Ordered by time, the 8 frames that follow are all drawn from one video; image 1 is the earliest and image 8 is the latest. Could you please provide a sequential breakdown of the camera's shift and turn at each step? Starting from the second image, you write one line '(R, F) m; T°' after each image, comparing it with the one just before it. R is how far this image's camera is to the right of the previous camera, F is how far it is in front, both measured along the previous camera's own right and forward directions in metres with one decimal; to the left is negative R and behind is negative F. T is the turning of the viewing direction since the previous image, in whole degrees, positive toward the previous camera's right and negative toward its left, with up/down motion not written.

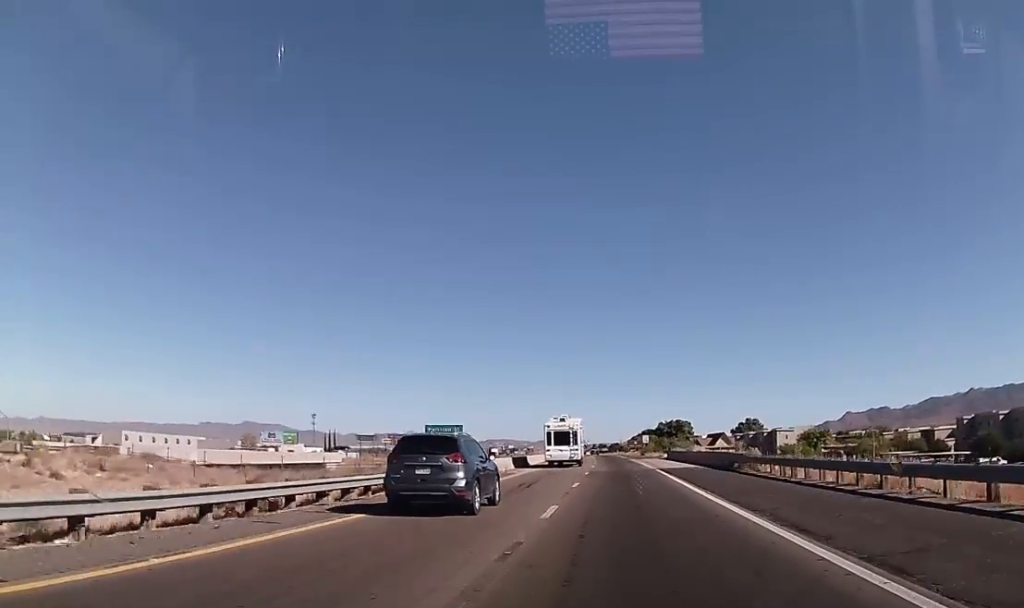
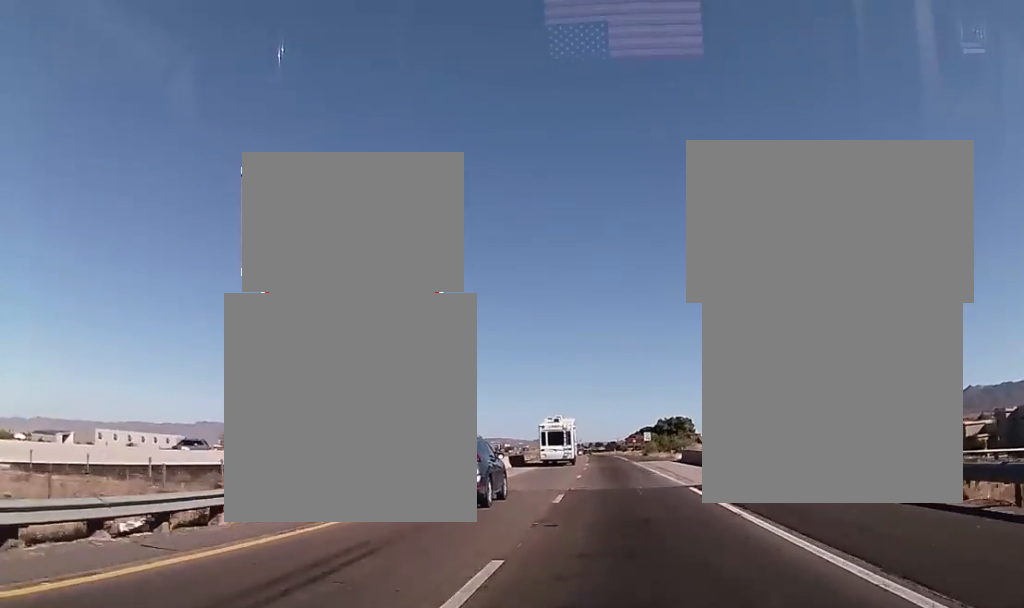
(0.0, +20.4) m; 0°
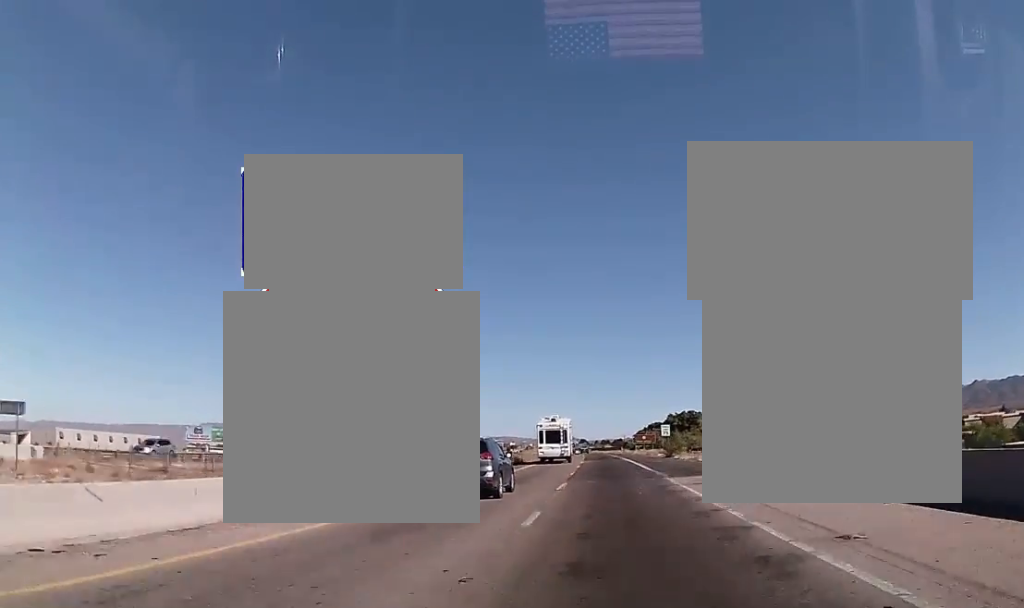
(0.0, +33.2) m; 0°
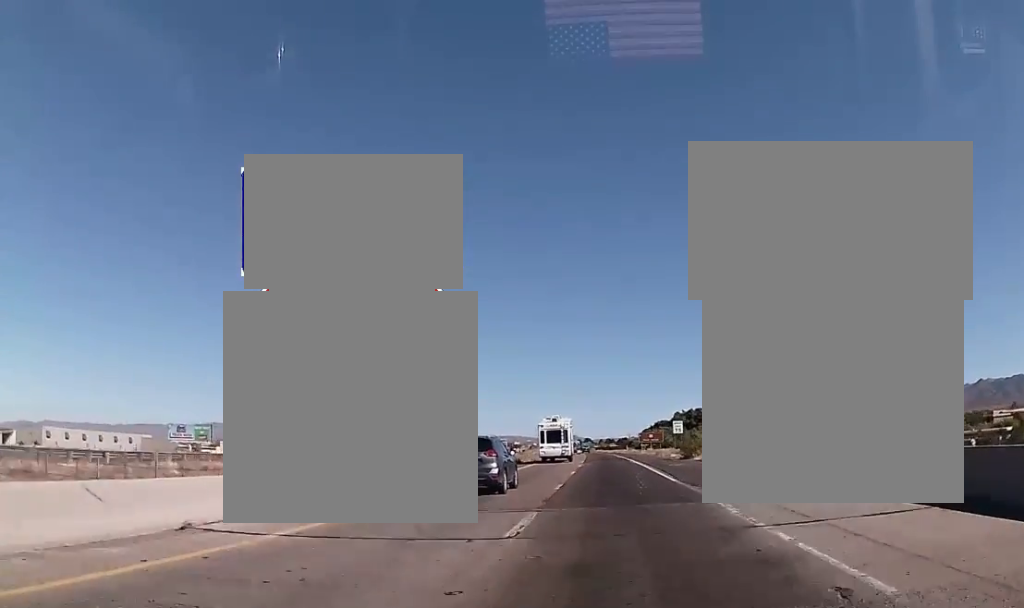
(0.0, +12.6) m; 0°
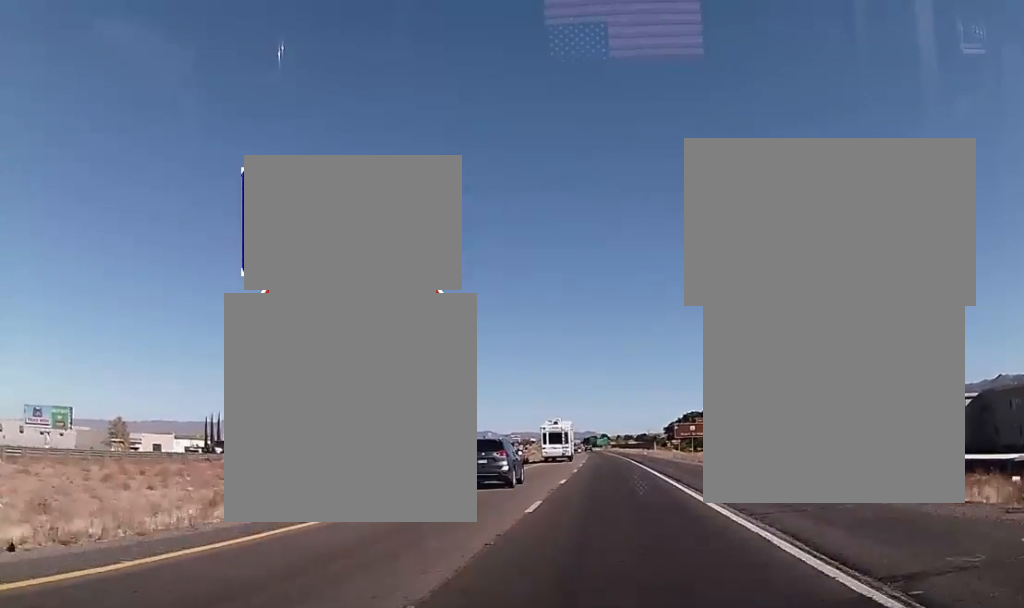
(-0.9, +69.2) m; -2°
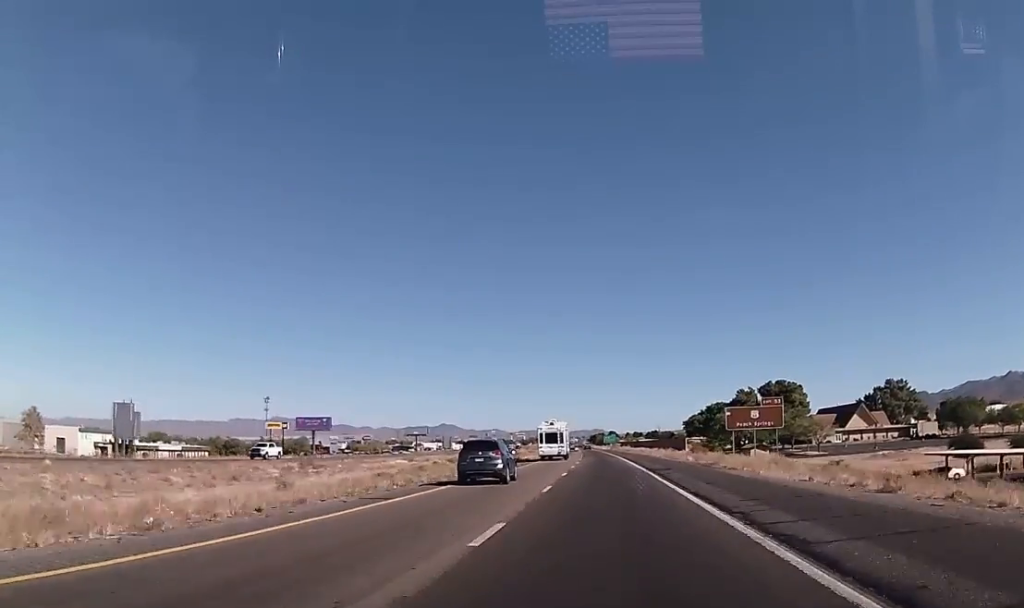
(-0.2, +54.7) m; 0°
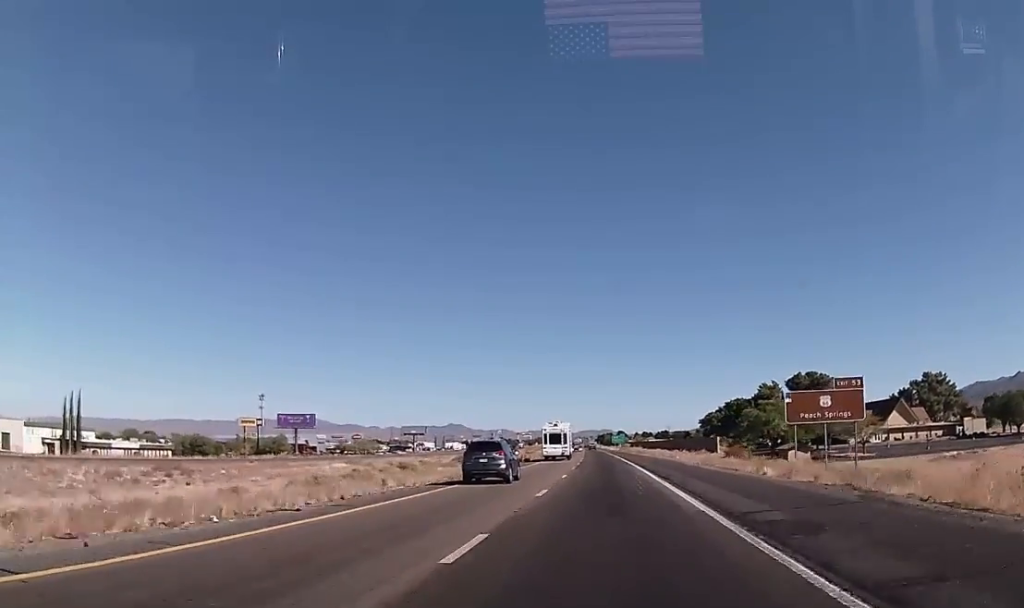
(0.0, +25.9) m; 0°
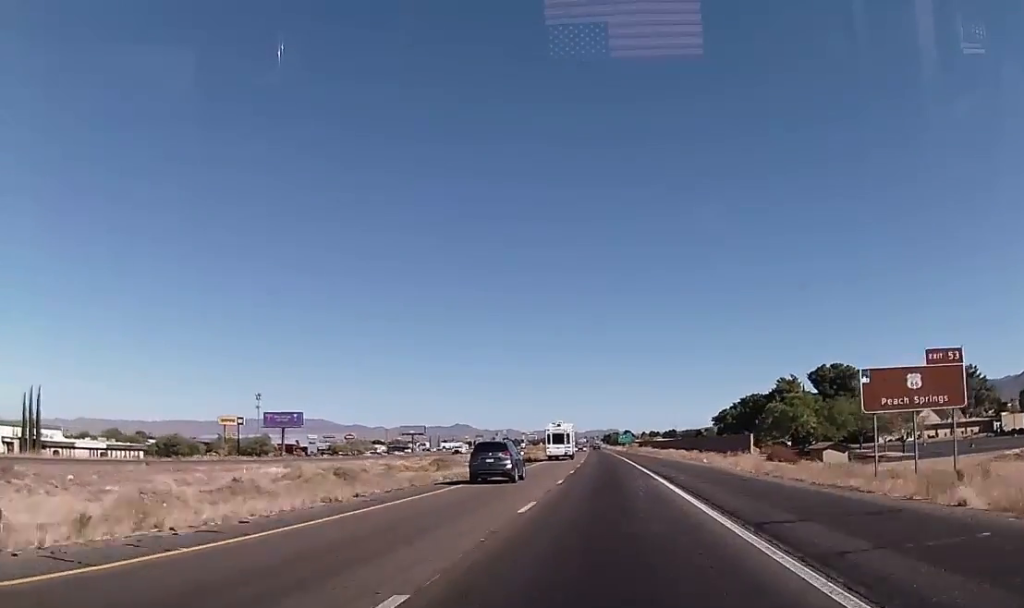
(+0.1, +17.3) m; -1°
